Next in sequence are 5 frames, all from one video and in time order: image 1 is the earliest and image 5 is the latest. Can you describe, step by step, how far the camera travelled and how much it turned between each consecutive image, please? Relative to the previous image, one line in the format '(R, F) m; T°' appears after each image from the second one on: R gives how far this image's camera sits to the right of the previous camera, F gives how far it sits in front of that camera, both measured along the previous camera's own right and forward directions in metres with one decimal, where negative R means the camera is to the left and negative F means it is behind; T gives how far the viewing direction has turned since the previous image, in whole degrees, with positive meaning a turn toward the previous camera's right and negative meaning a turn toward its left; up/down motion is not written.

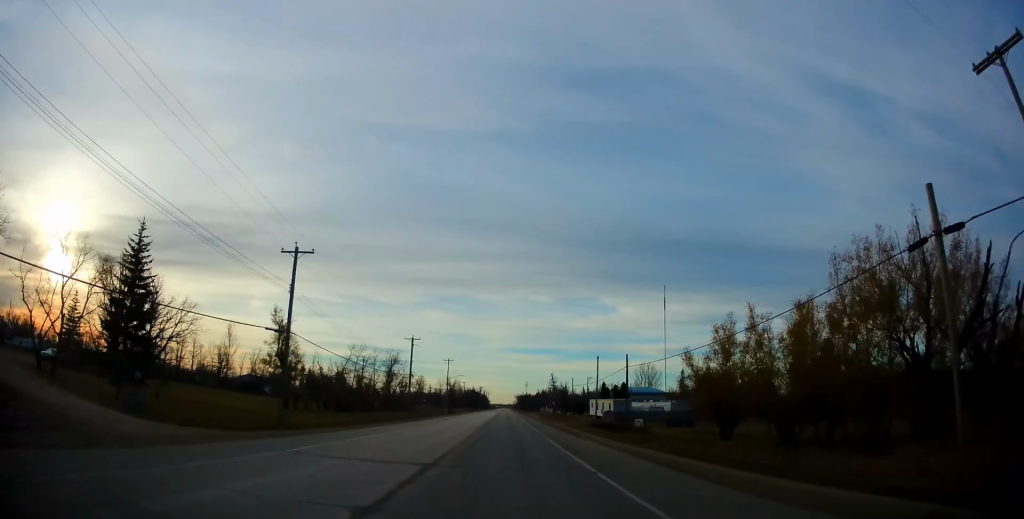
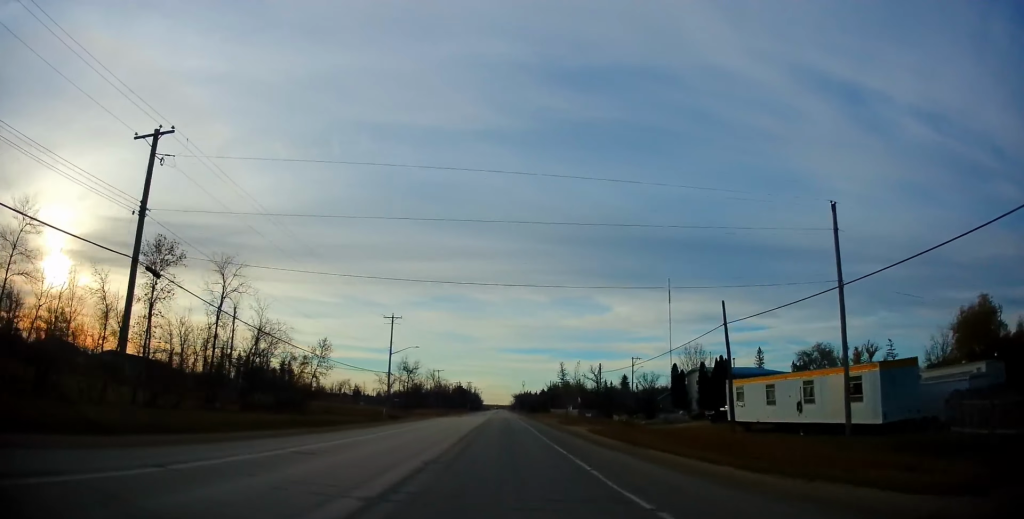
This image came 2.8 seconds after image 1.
(-0.2, +61.5) m; 0°
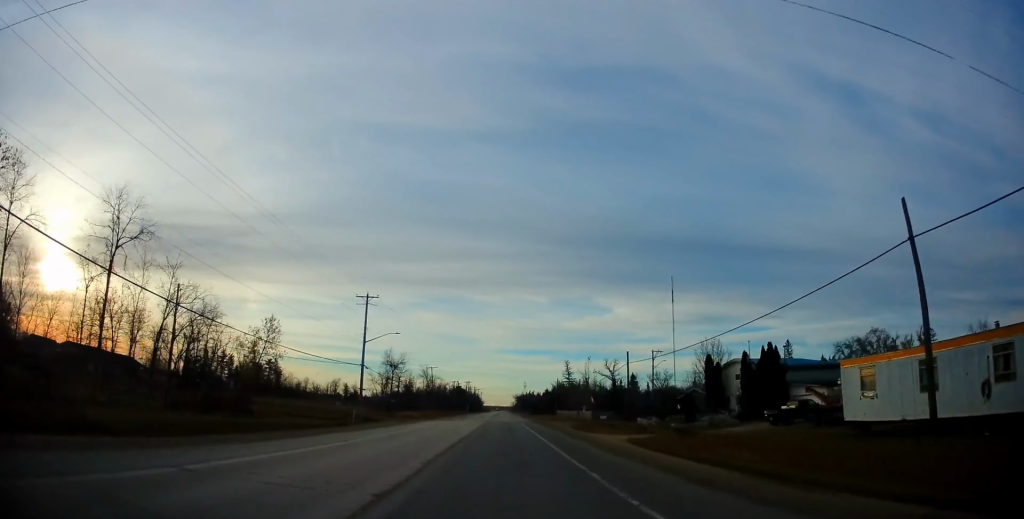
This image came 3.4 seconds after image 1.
(0.0, +12.5) m; 0°
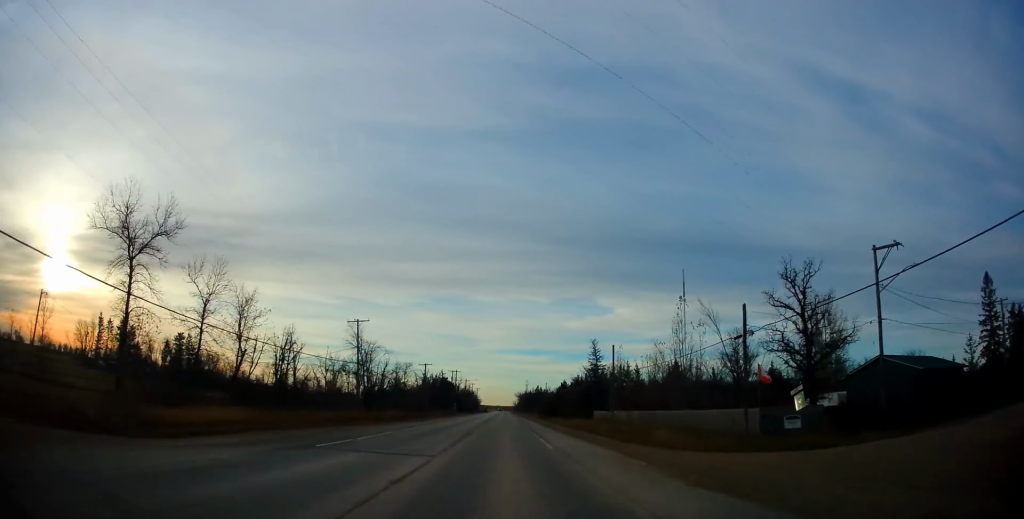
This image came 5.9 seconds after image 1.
(+0.4, +59.0) m; 0°
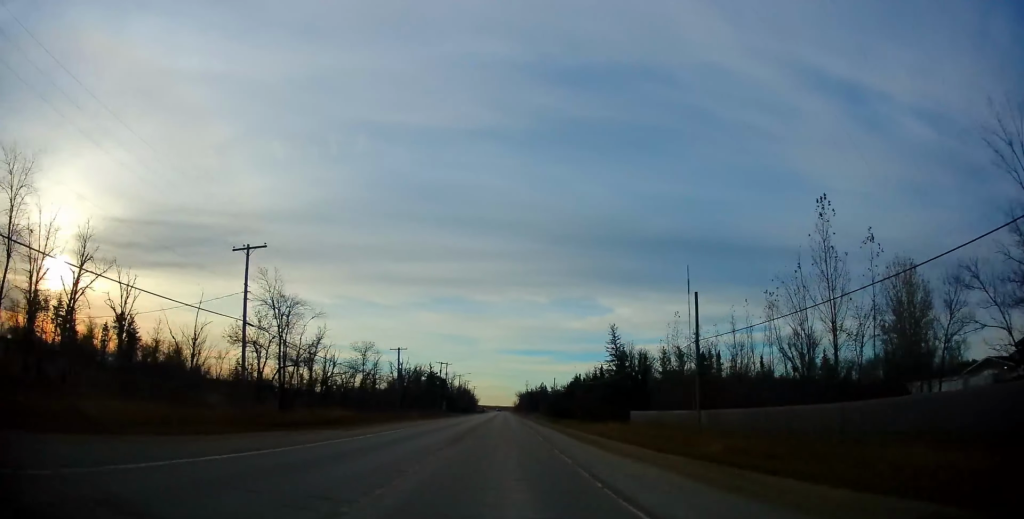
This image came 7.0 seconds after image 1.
(-0.1, +29.7) m; 0°
